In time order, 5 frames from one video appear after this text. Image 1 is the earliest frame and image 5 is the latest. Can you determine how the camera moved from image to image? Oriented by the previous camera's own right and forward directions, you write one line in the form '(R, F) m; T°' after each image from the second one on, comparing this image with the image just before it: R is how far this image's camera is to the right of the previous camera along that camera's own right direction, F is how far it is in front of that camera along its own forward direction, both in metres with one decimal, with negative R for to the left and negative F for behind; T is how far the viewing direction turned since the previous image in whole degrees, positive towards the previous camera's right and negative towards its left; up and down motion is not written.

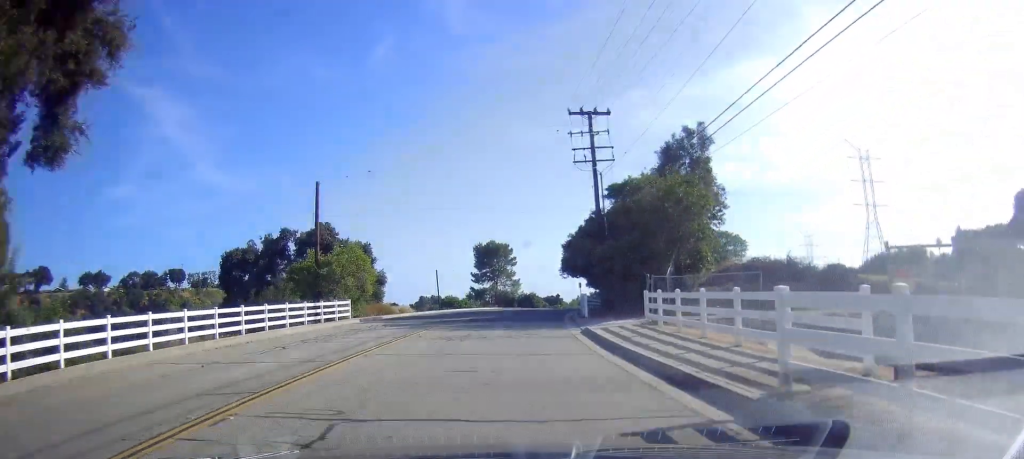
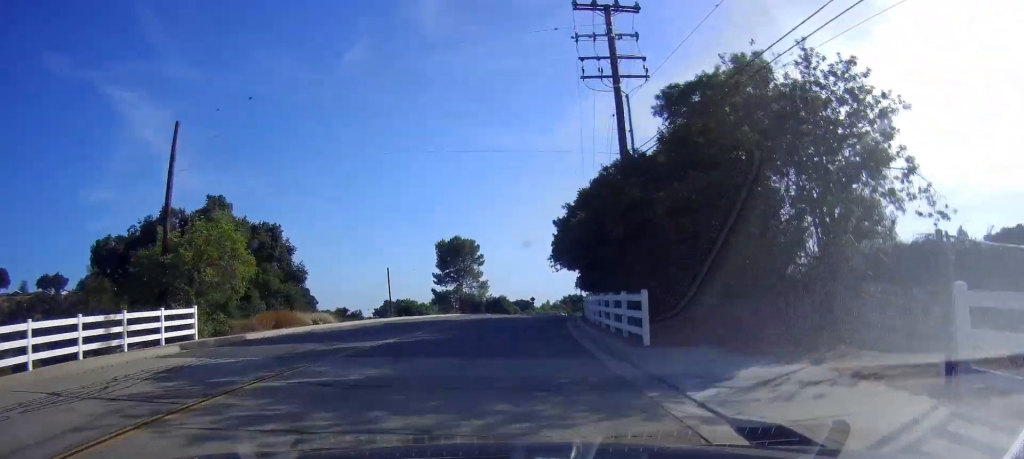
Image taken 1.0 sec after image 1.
(+1.2, +17.7) m; +2°
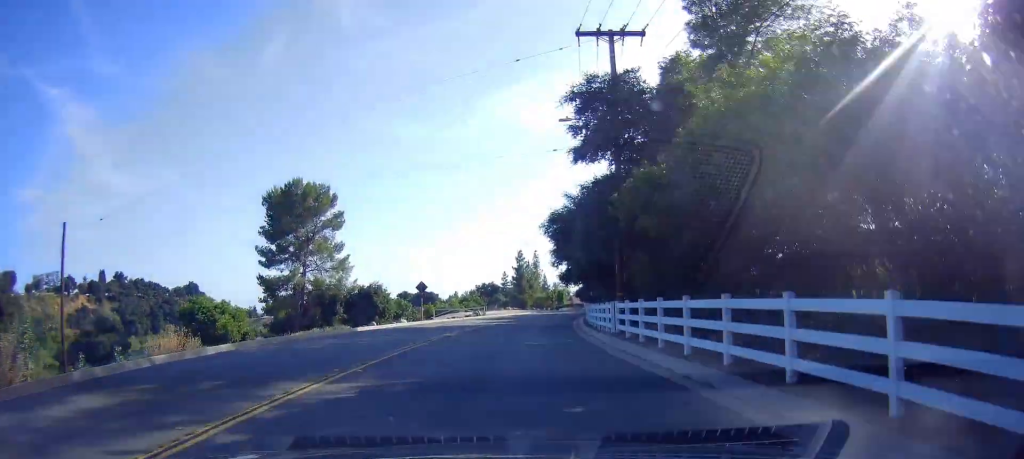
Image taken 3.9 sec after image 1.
(+1.7, +56.1) m; +6°
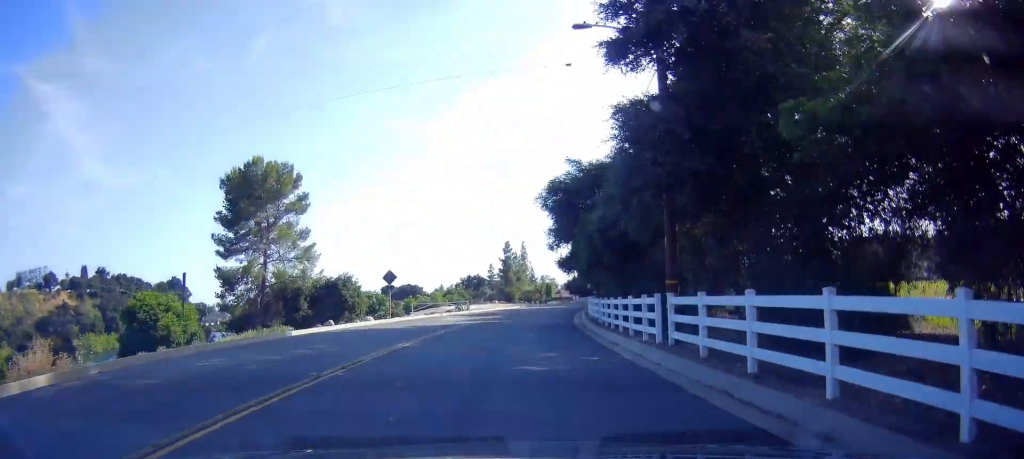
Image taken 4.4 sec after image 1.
(+0.2, +9.2) m; +1°
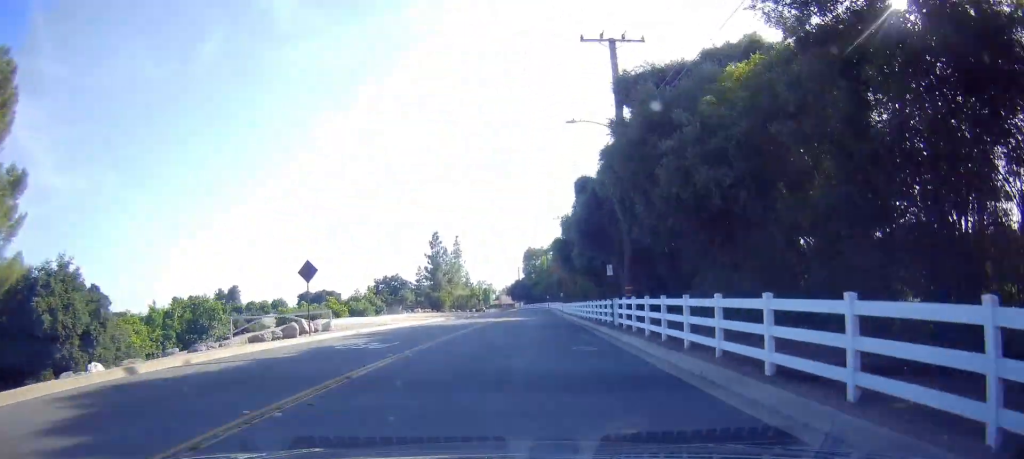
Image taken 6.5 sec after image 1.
(+2.6, +40.0) m; +7°
